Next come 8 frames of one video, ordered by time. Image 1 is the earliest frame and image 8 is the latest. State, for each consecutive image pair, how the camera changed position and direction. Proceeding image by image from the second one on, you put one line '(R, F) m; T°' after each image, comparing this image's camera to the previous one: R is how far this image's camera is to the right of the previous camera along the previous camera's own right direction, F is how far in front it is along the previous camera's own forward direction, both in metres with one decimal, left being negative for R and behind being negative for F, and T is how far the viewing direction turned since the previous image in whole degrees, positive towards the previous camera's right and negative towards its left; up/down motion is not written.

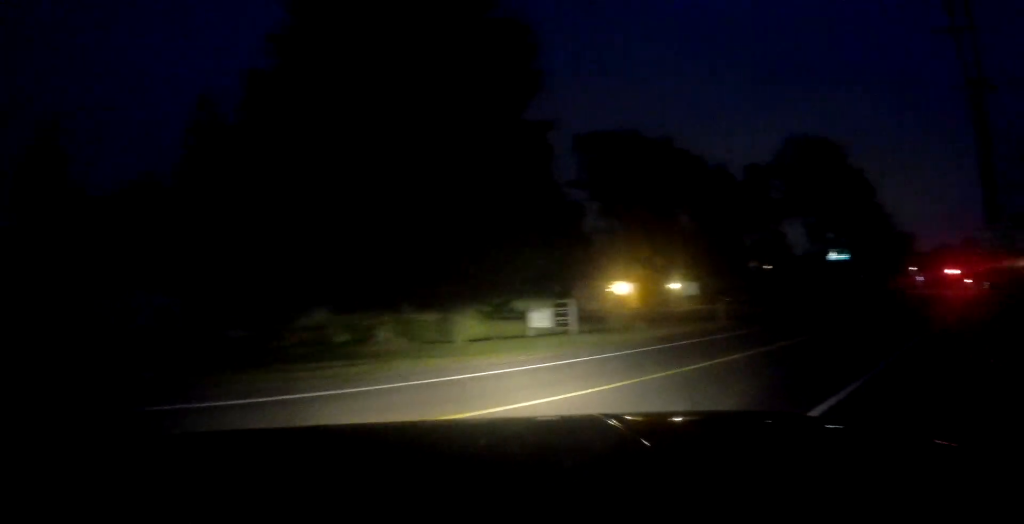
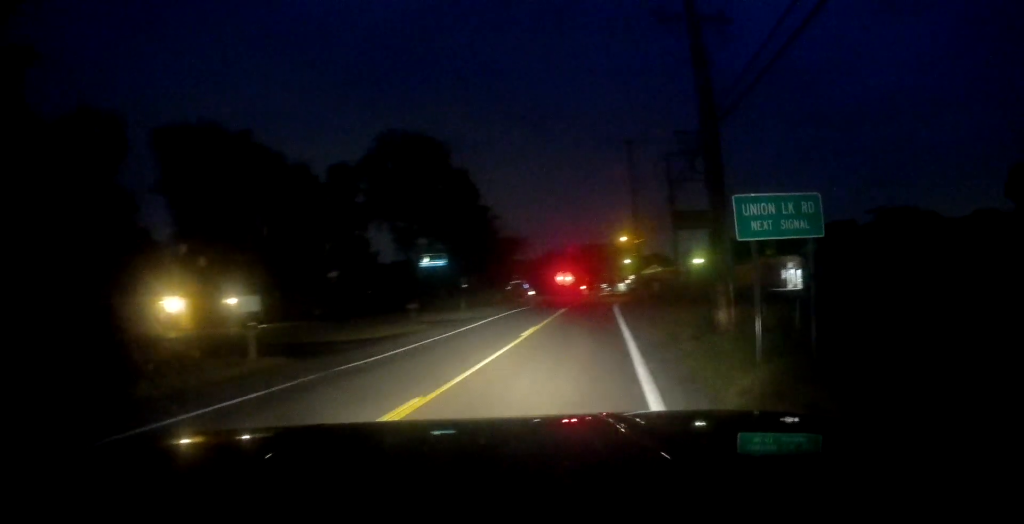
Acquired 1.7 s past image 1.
(+2.4, +8.1) m; +37°
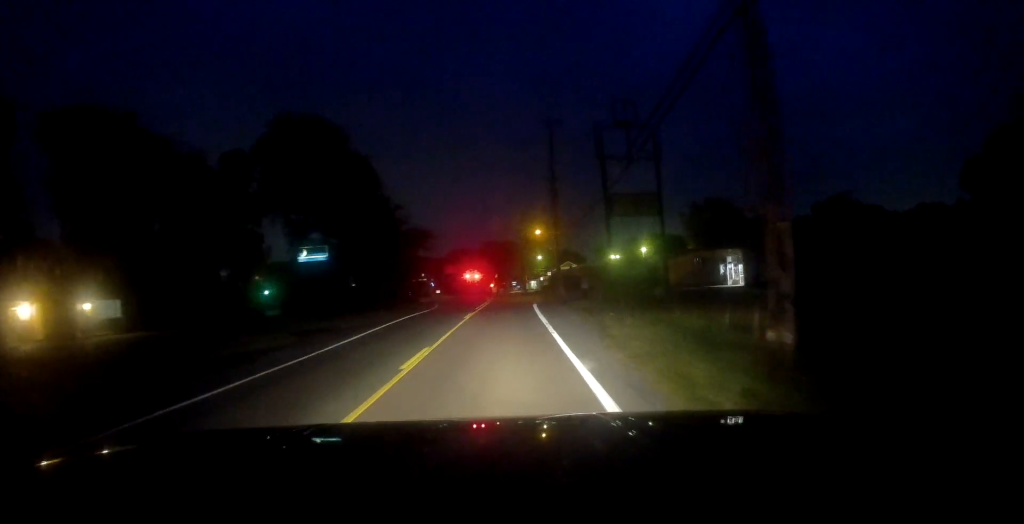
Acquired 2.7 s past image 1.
(+1.0, +6.1) m; +11°
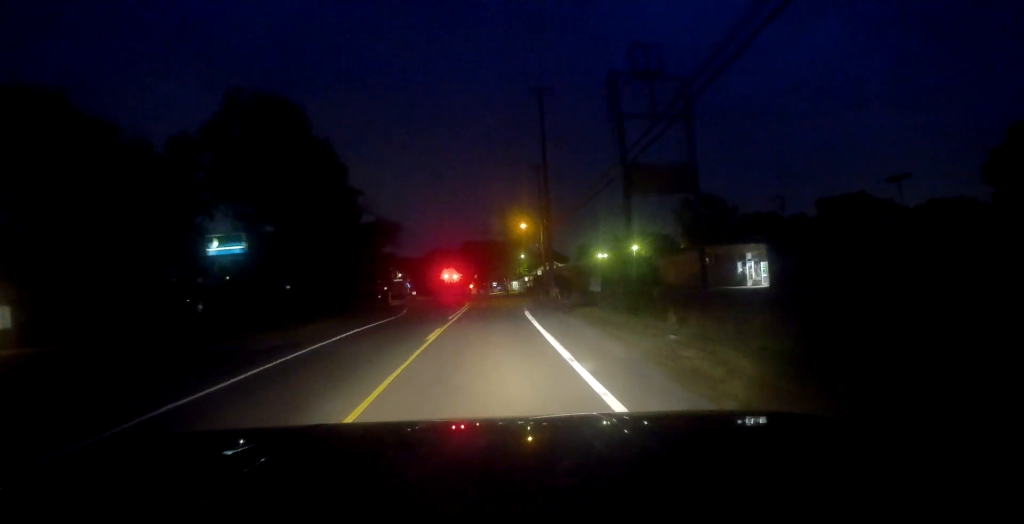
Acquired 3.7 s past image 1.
(+0.2, +6.9) m; +1°
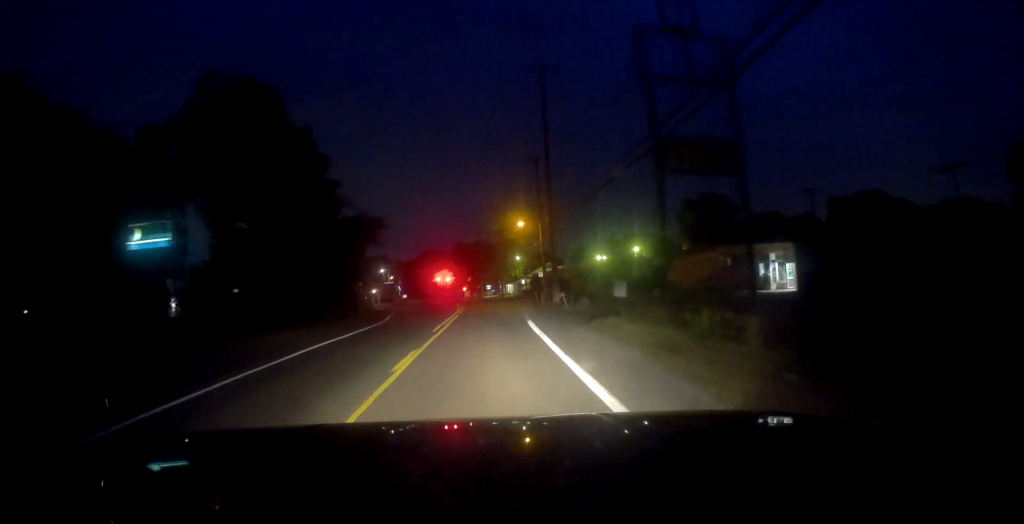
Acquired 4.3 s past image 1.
(0.0, +4.7) m; 0°
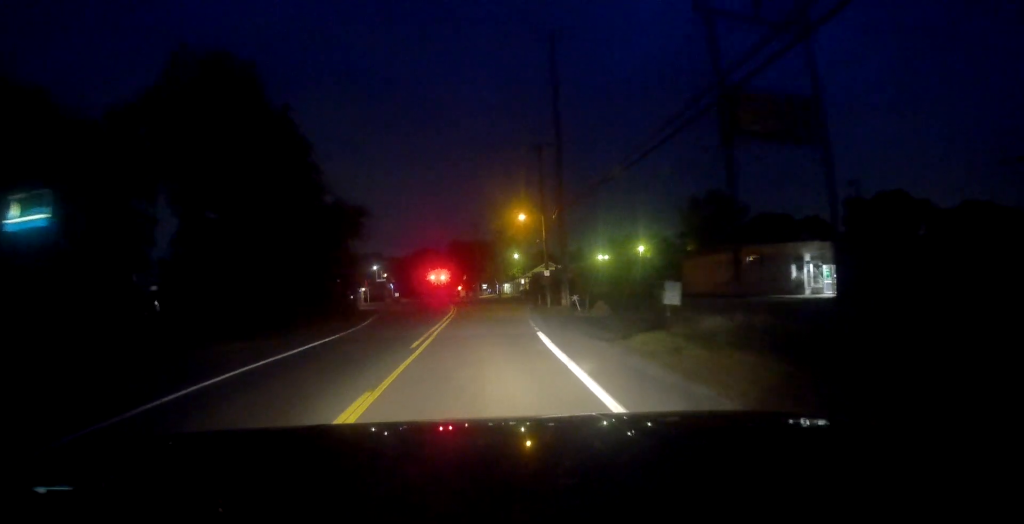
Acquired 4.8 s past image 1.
(0.0, +5.4) m; 0°
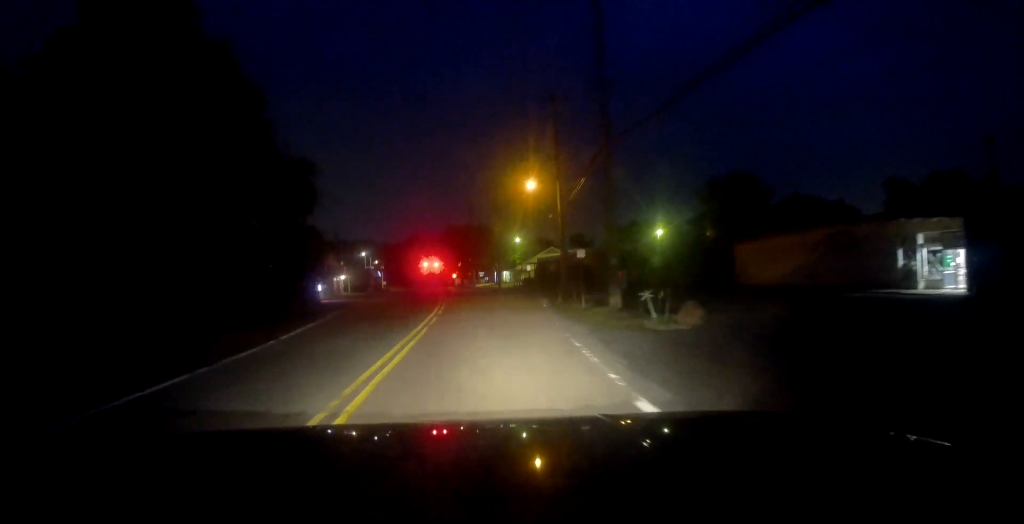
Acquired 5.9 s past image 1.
(-0.1, +13.5) m; 0°
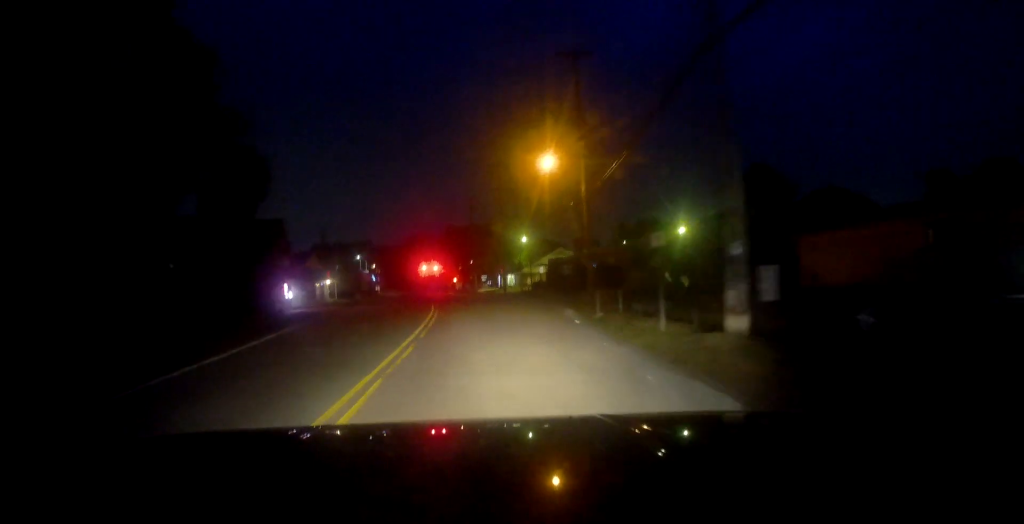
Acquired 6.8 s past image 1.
(0.0, +9.5) m; 0°
